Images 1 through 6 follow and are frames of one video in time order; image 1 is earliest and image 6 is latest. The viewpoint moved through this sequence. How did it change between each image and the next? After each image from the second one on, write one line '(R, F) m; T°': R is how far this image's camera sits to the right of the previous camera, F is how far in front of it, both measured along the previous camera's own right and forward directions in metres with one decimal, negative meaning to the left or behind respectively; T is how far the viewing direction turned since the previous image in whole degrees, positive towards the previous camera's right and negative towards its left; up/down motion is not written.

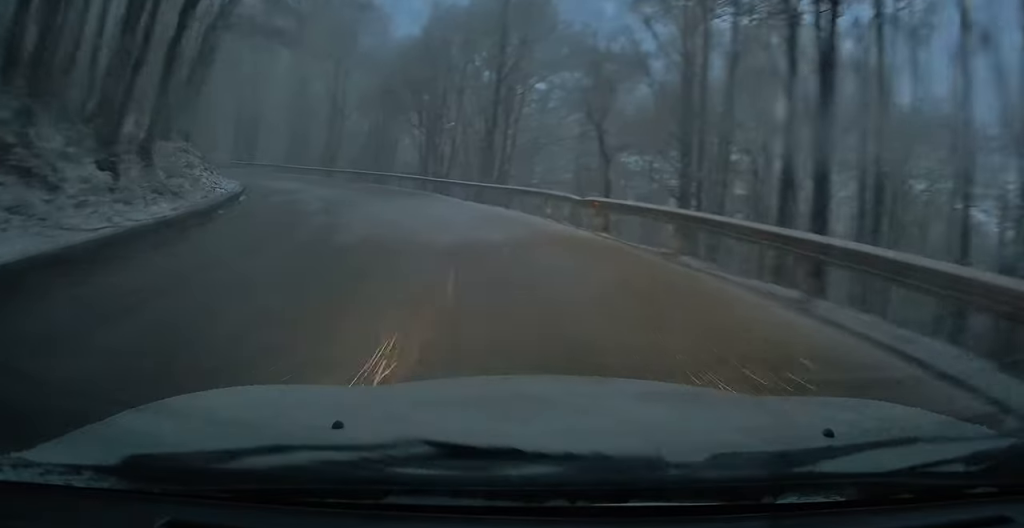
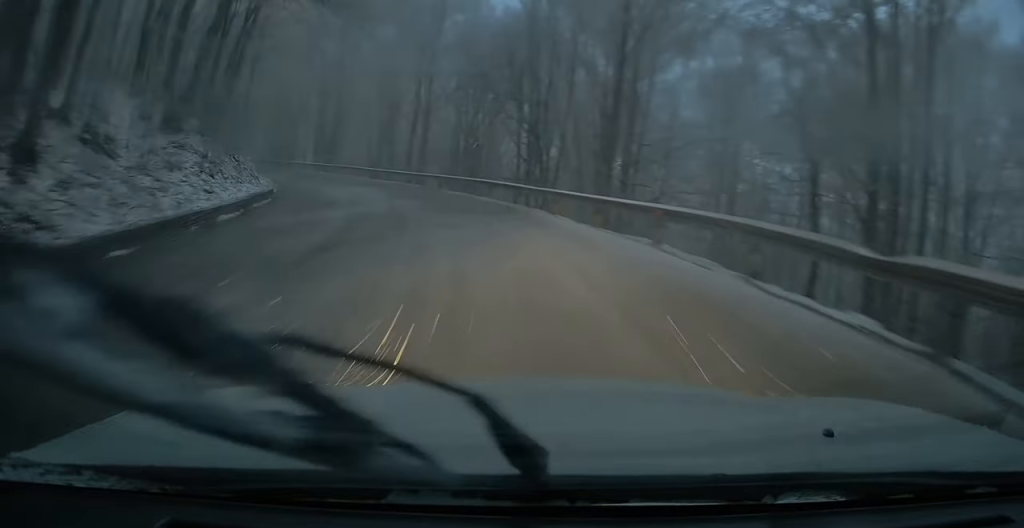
(-0.3, +8.6) m; -6°
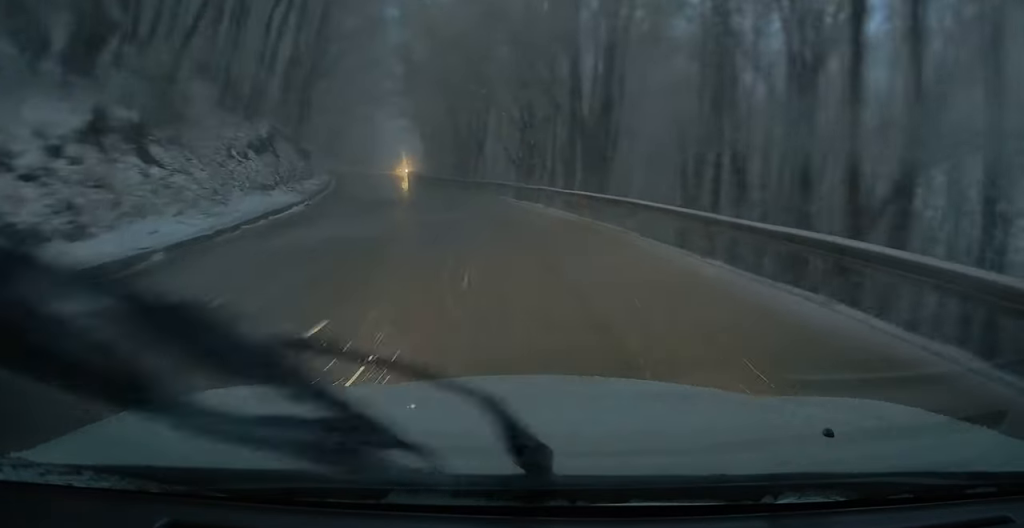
(-7.6, +32.3) m; -23°
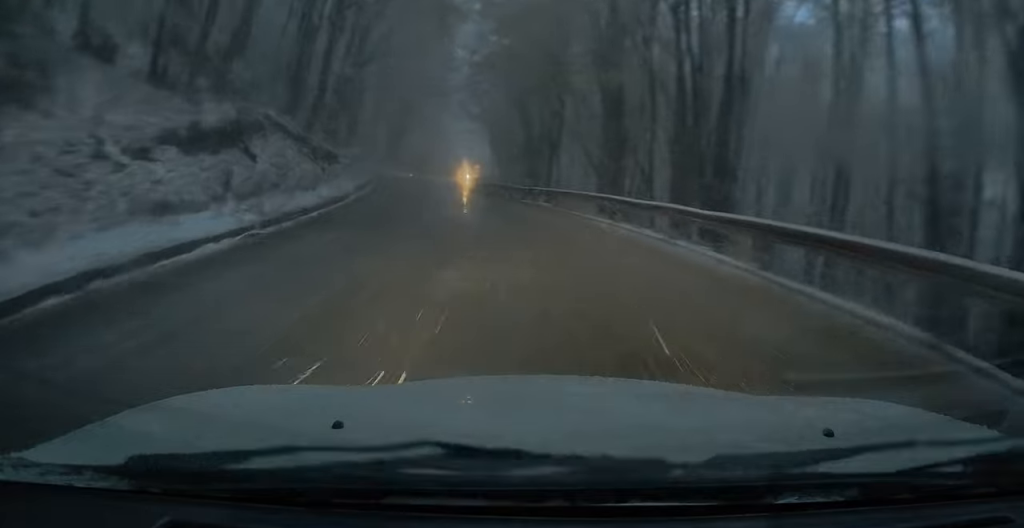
(-0.5, +8.7) m; -5°
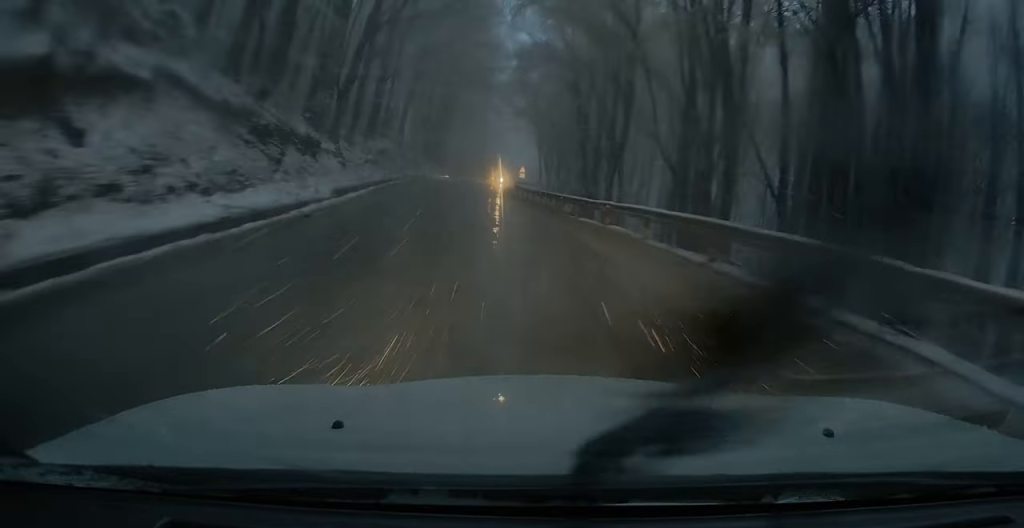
(-0.4, +9.1) m; -4°
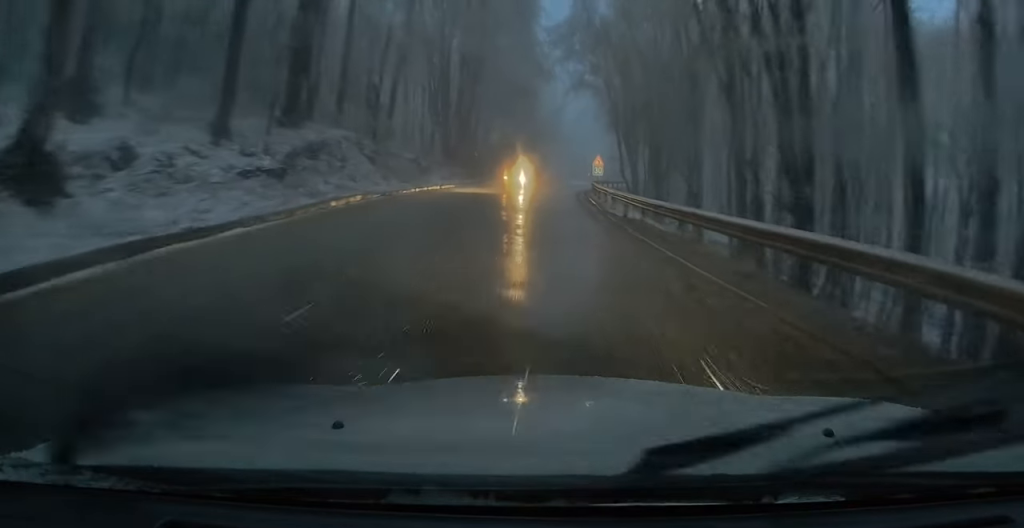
(-1.3, +29.6) m; -4°
